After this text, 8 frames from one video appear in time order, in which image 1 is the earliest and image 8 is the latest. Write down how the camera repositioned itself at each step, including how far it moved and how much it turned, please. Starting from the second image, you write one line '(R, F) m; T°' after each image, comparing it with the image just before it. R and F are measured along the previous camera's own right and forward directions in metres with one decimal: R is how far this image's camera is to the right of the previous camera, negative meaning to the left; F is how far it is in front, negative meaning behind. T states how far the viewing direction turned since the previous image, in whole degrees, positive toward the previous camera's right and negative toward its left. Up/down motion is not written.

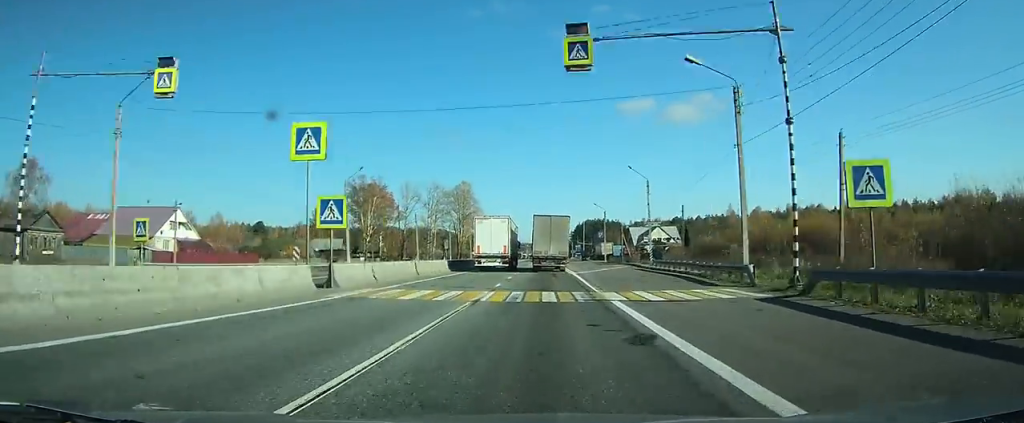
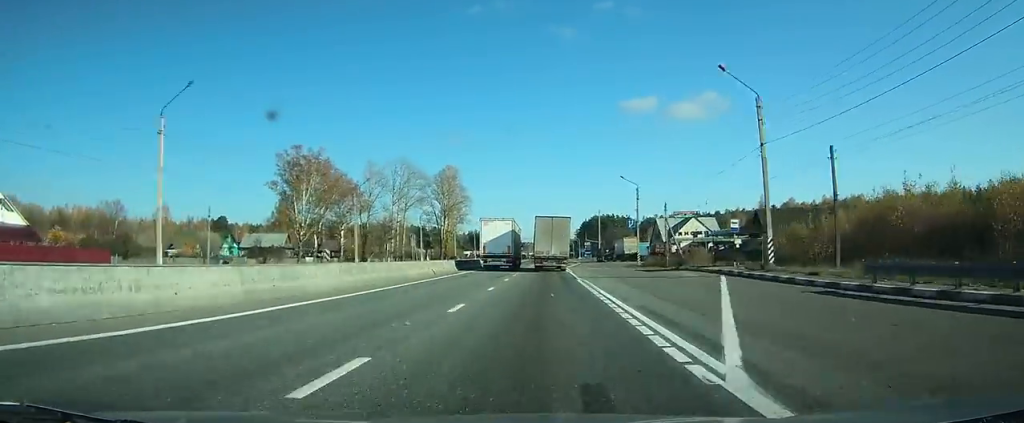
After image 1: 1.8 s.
(-0.1, +35.7) m; 0°
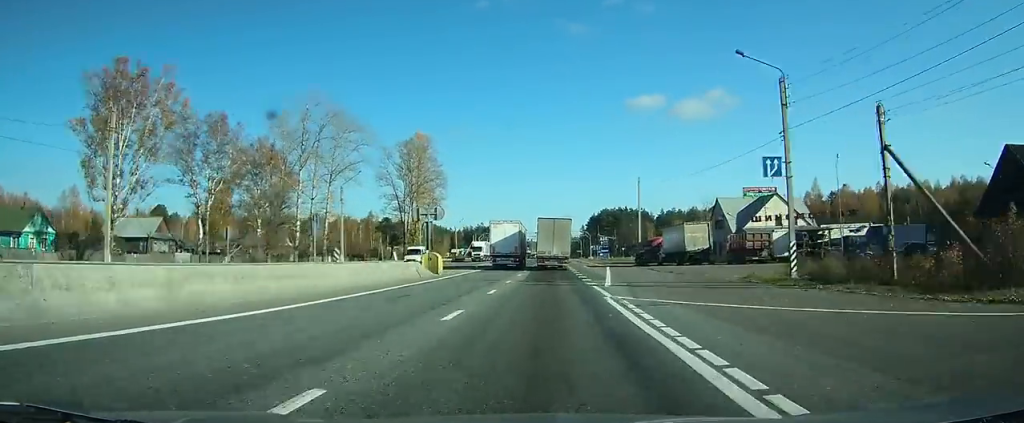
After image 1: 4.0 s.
(-0.2, +44.3) m; 0°
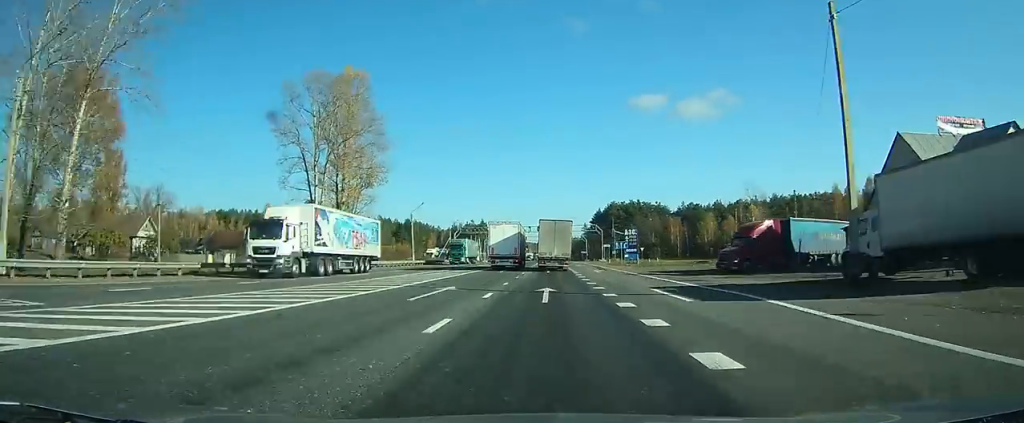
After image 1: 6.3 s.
(-0.1, +43.1) m; 0°
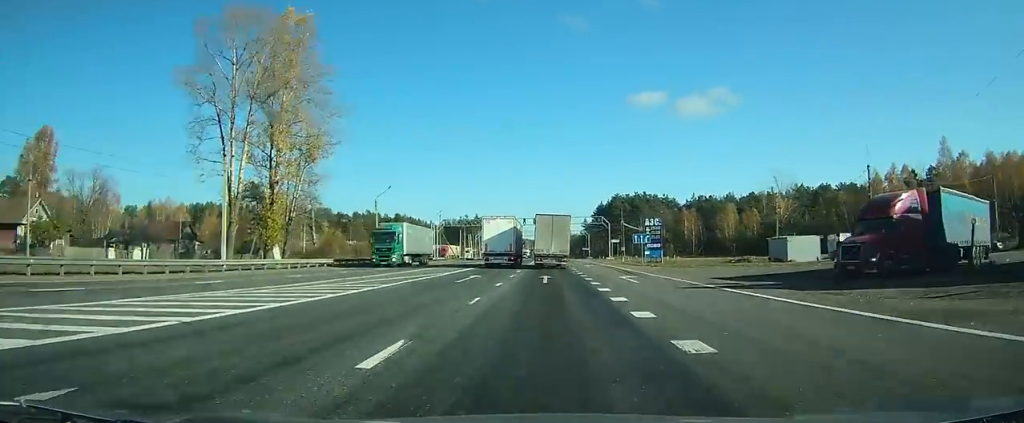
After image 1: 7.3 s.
(0.0, +16.8) m; 0°
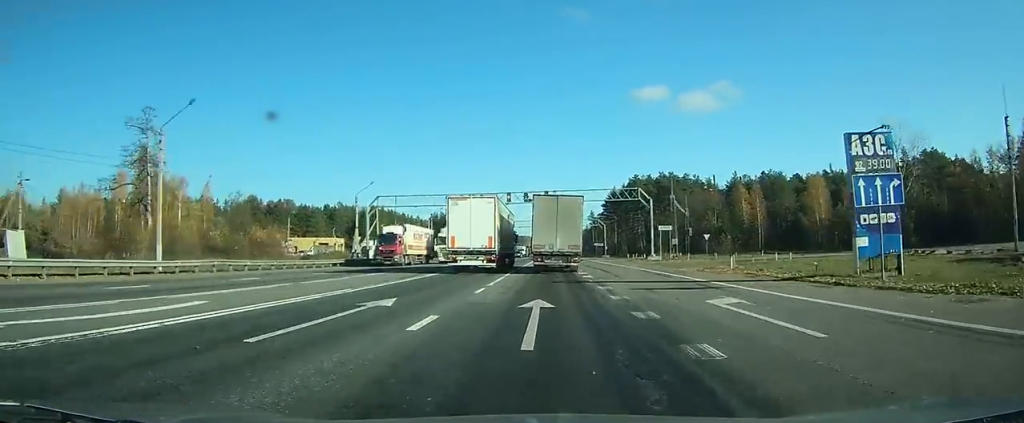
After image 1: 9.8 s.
(-0.1, +36.7) m; -1°
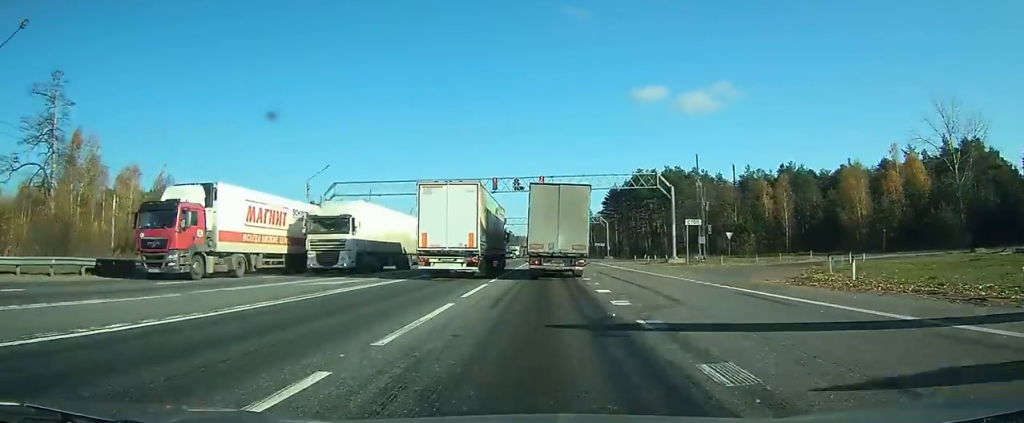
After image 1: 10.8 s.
(0.0, +11.9) m; -1°
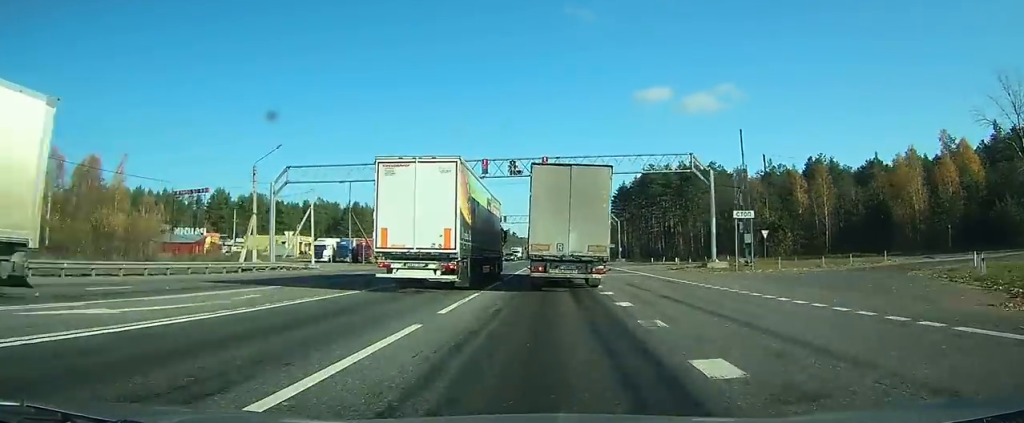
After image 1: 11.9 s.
(-0.1, +11.0) m; -1°
